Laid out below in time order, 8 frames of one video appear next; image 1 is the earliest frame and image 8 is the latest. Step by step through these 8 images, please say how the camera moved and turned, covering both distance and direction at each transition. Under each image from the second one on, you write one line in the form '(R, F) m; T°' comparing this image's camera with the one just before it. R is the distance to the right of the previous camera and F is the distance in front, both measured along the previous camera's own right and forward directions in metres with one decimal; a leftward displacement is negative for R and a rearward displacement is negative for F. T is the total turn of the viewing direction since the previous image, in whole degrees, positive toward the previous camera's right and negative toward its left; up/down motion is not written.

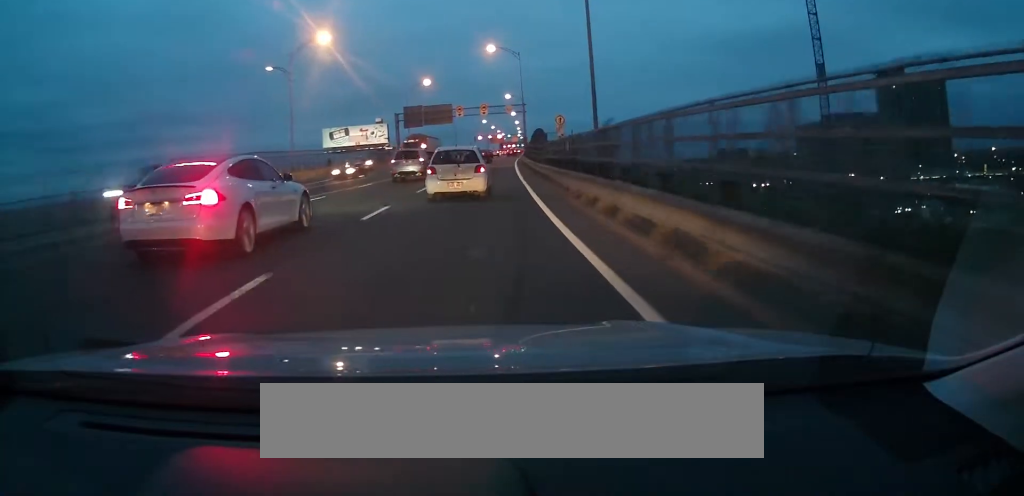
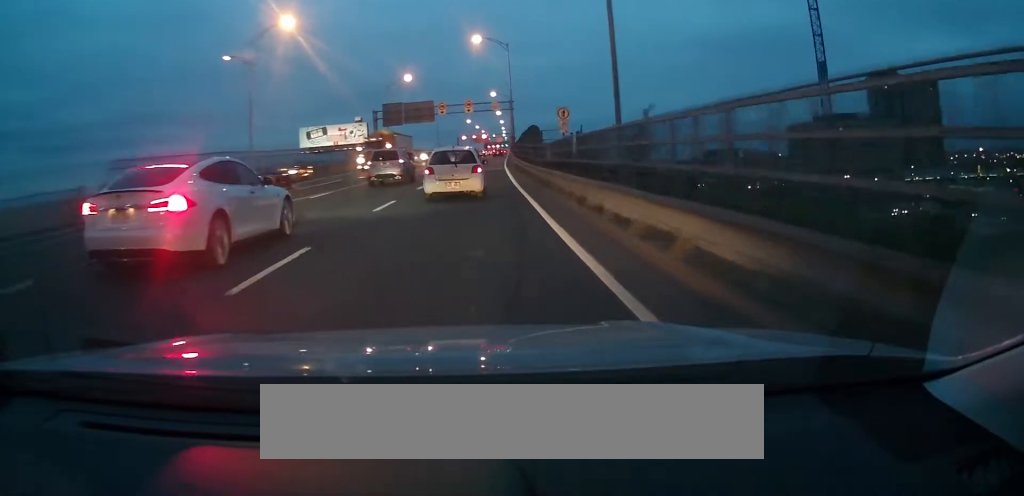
(+0.2, +6.8) m; +1°
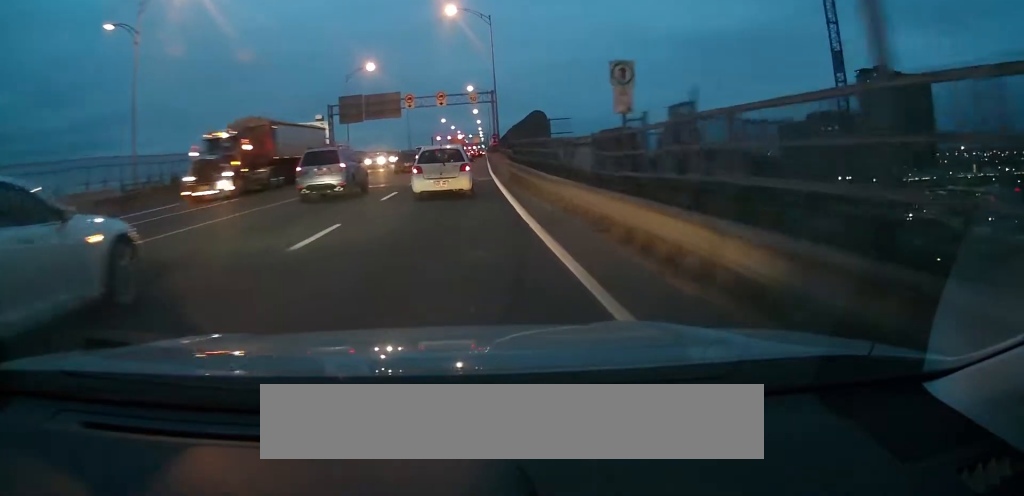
(+0.2, +15.0) m; +2°
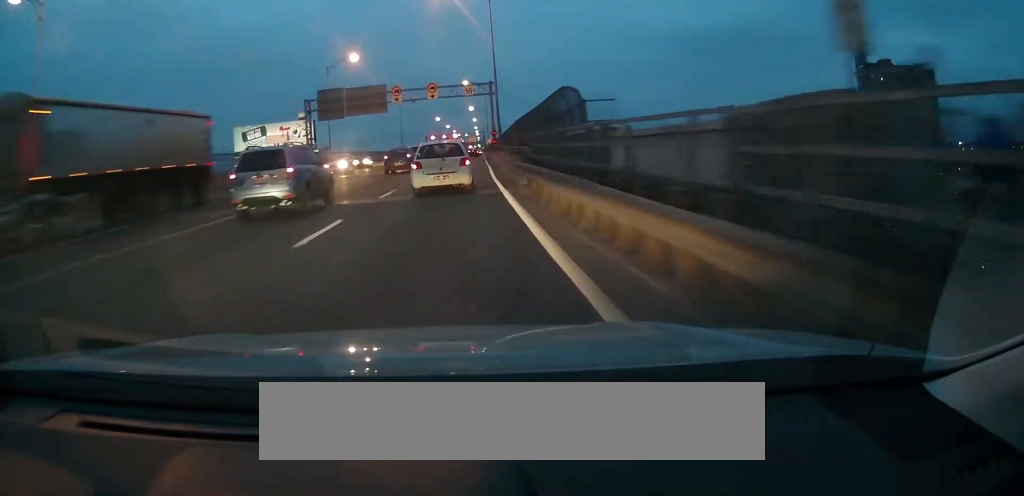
(+0.2, +9.0) m; +2°
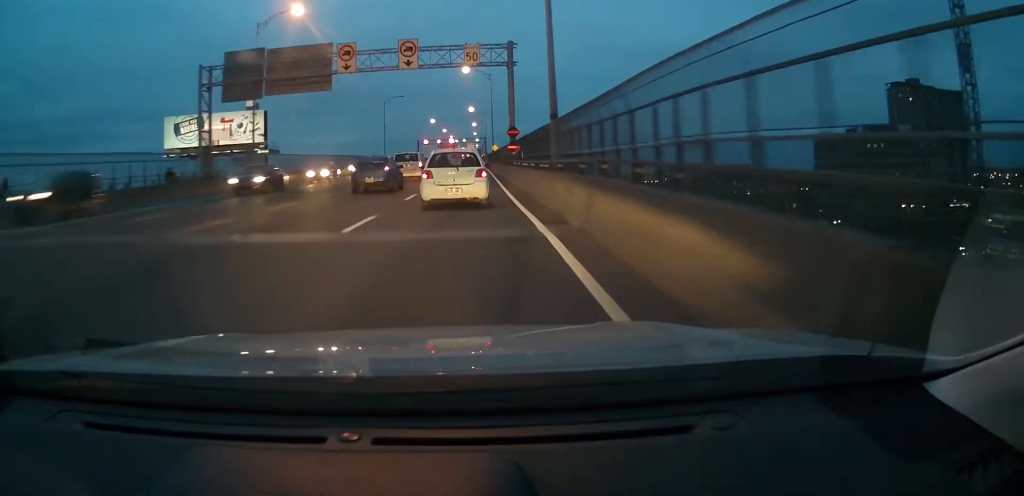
(+0.7, +27.9) m; +2°
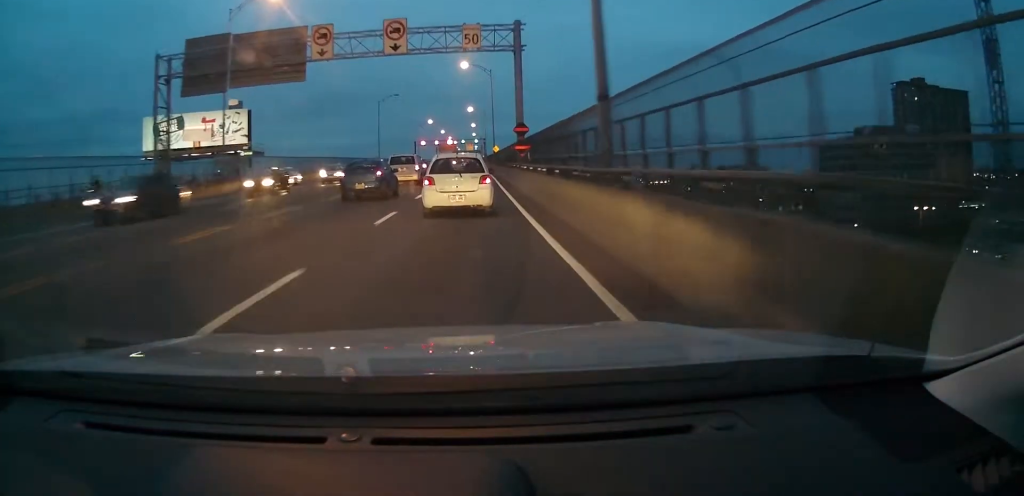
(0.0, +6.3) m; 0°
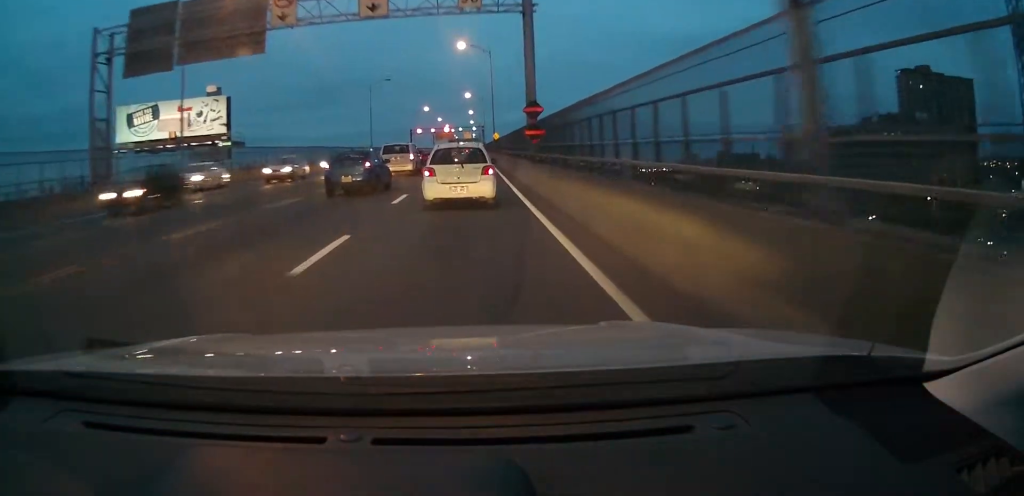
(0.0, +6.6) m; 0°
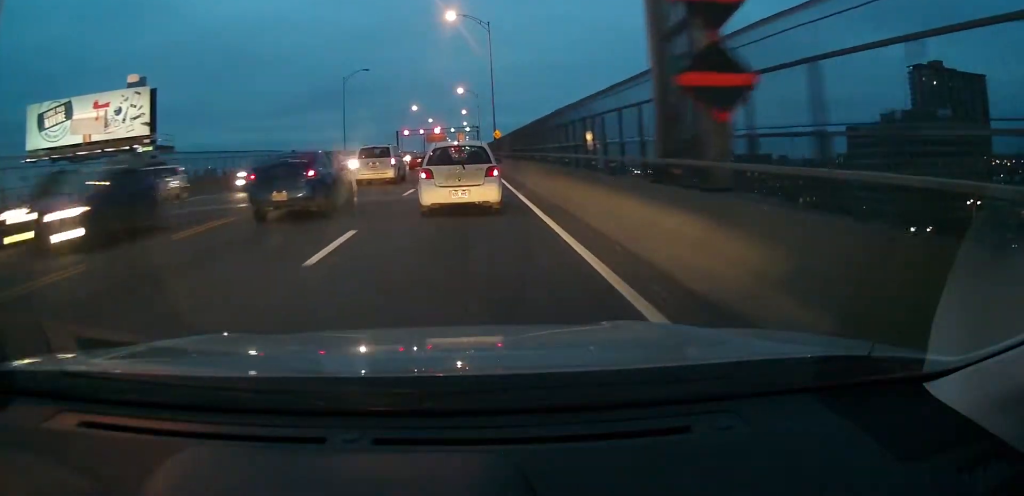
(+0.2, +18.3) m; +1°
